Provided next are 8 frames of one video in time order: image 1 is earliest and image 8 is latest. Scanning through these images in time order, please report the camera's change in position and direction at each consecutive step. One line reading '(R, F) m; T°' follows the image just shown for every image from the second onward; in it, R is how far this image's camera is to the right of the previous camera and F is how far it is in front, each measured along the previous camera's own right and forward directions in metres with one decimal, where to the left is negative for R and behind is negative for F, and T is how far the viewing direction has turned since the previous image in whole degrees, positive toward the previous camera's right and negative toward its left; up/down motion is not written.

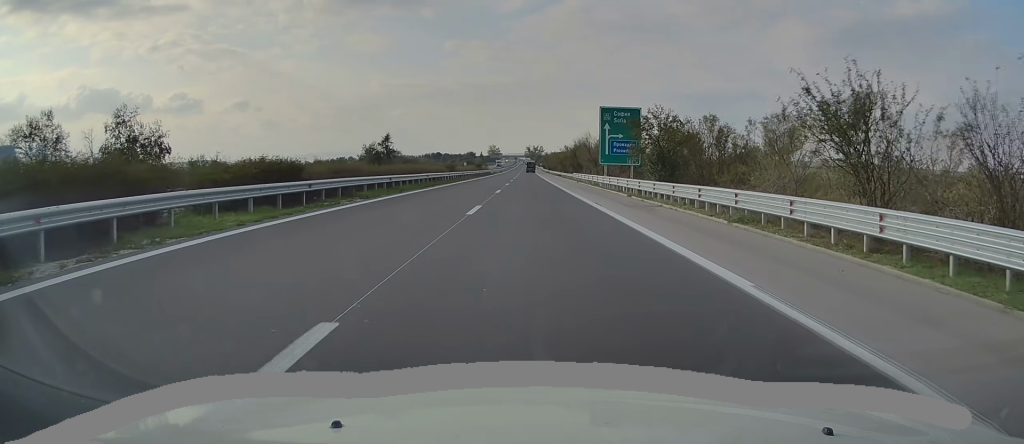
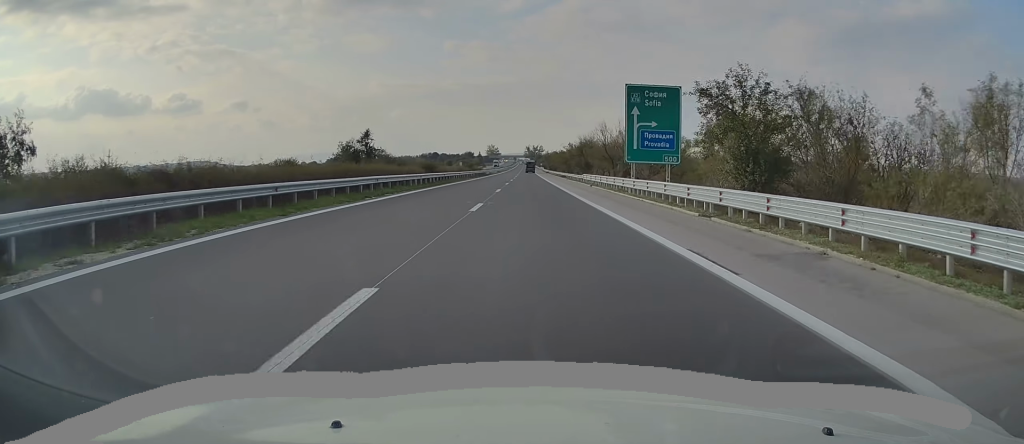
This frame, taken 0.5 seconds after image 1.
(-0.1, +14.6) m; 0°
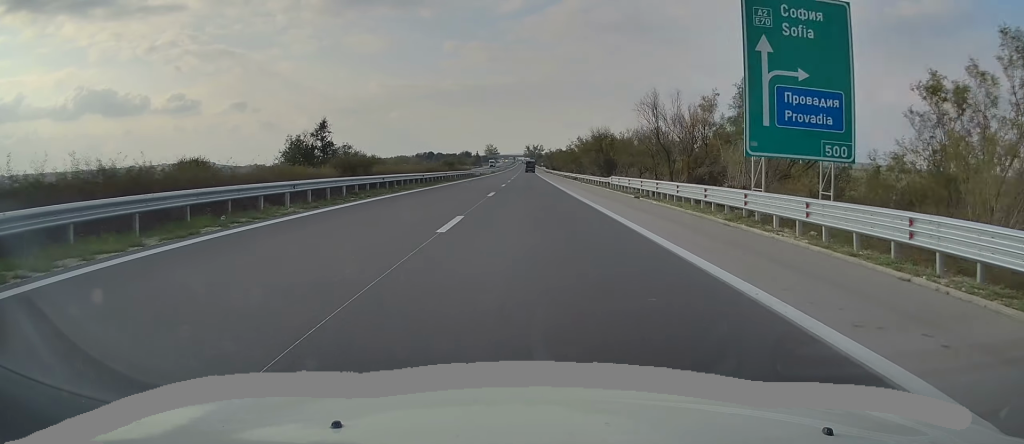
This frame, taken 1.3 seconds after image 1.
(-0.3, +22.4) m; 0°
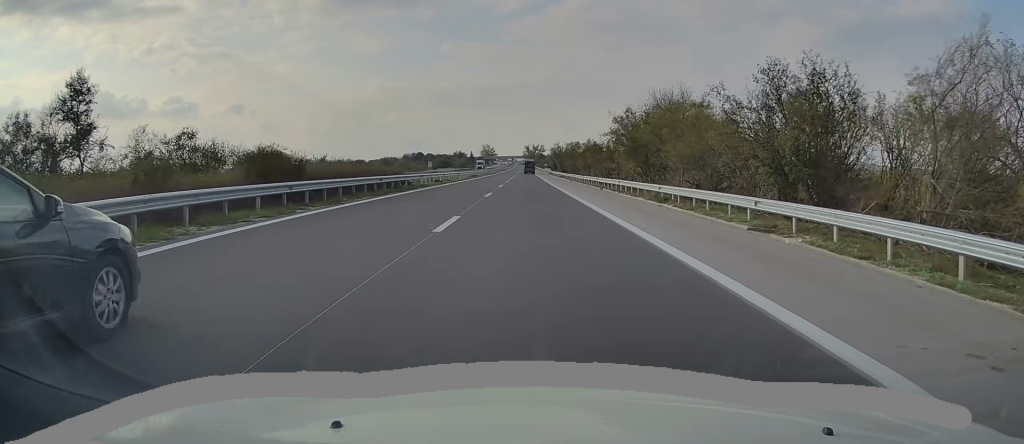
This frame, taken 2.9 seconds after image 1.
(+0.6, +47.7) m; 0°
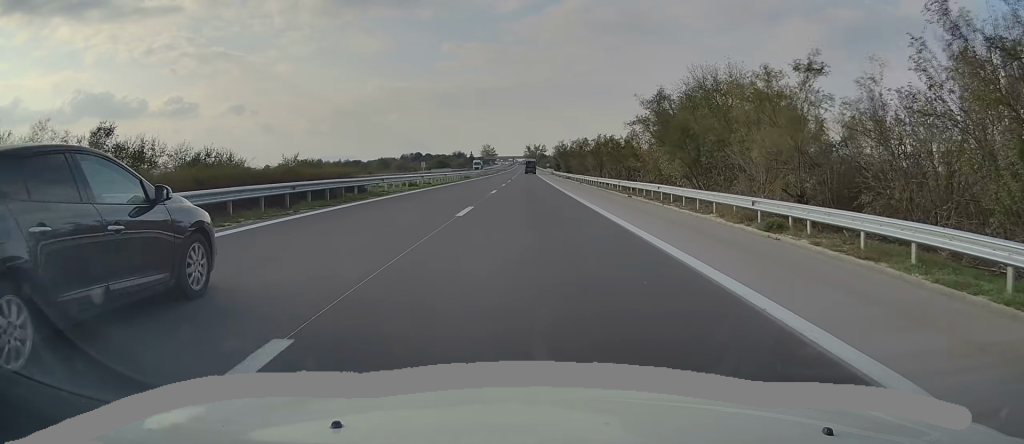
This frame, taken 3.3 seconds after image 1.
(0.0, +11.7) m; 0°
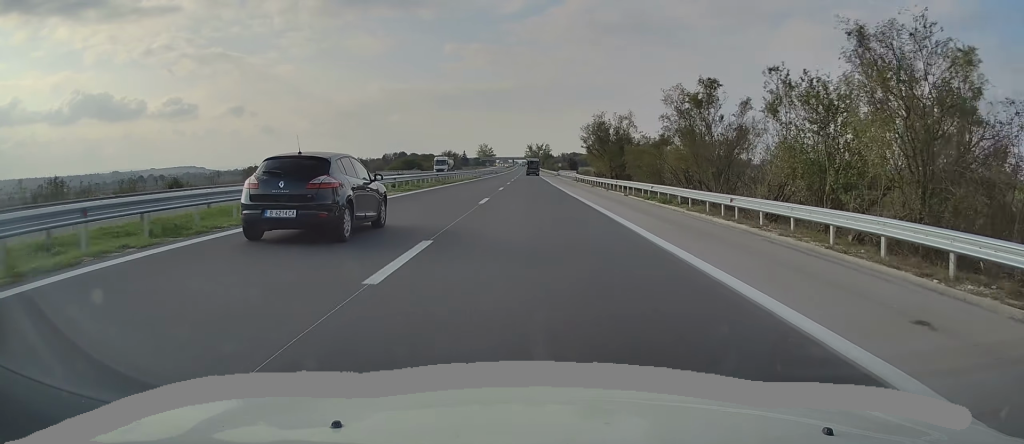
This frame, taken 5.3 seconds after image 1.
(0.0, +57.6) m; 0°
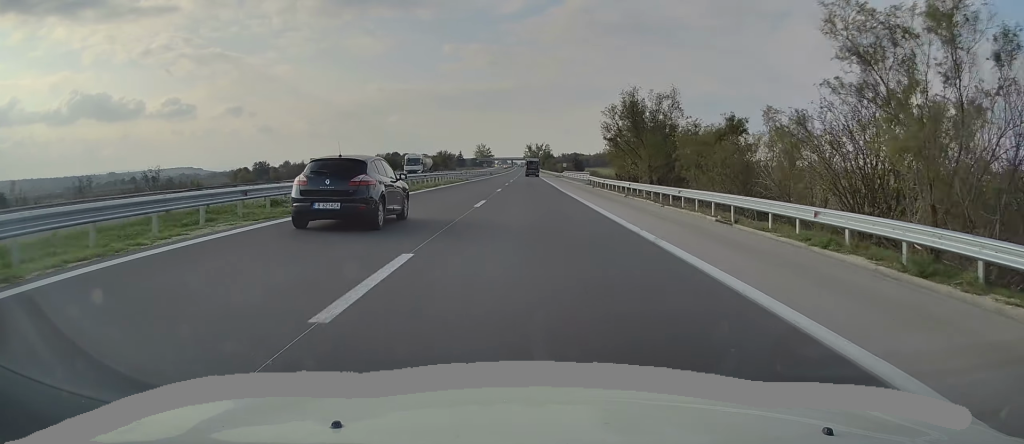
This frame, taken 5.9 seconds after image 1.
(-0.3, +17.7) m; 0°
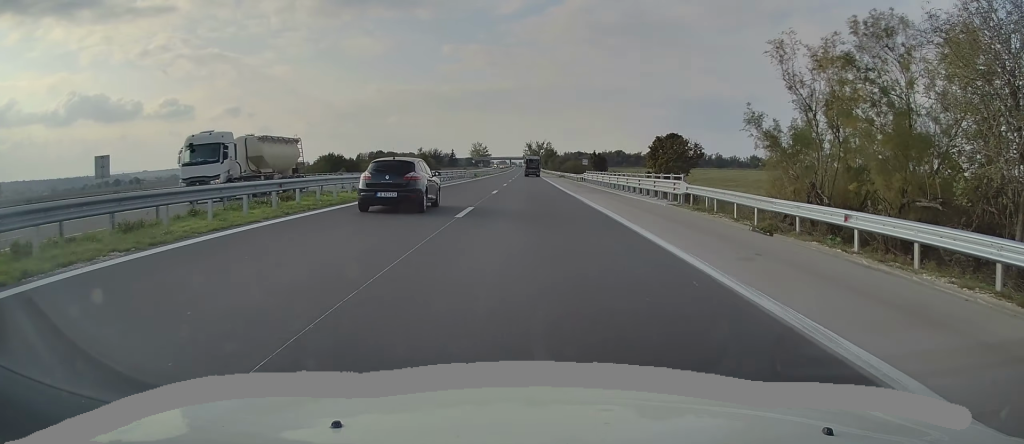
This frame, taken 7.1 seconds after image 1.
(+0.3, +37.4) m; +1°
